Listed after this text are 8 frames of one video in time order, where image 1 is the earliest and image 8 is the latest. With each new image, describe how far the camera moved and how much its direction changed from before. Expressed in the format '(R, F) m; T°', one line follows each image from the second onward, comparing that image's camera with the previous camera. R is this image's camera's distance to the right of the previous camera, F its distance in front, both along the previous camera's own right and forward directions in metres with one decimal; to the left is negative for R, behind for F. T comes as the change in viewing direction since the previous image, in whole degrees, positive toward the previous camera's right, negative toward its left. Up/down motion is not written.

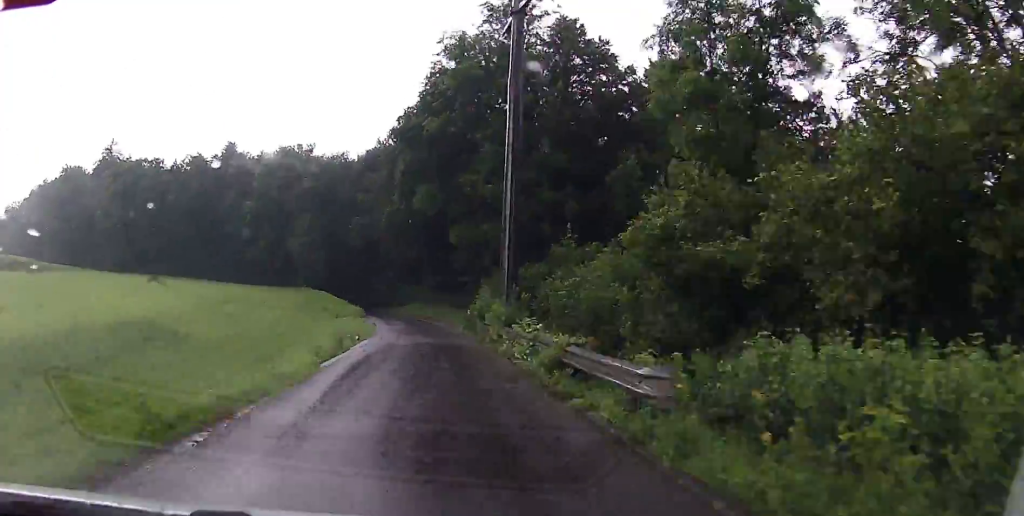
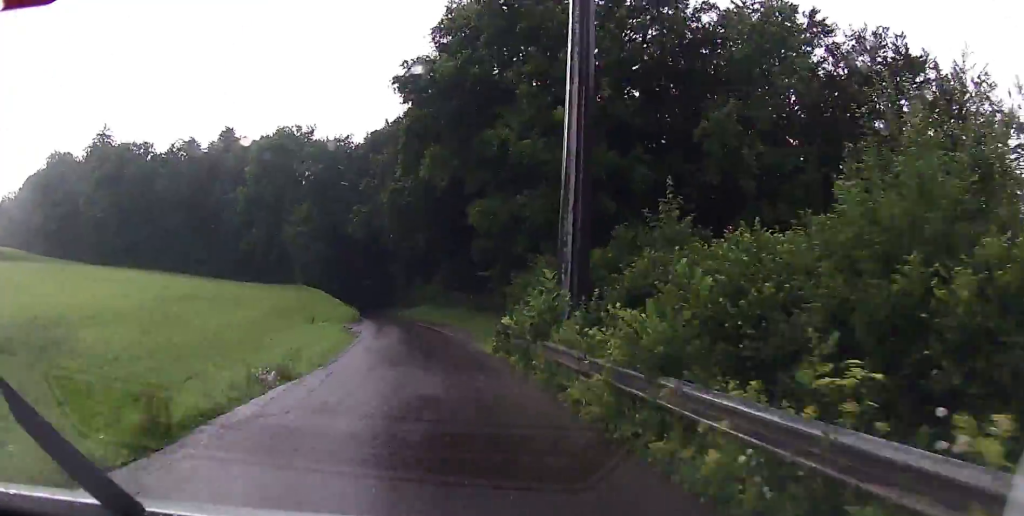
(-0.3, +12.9) m; -2°
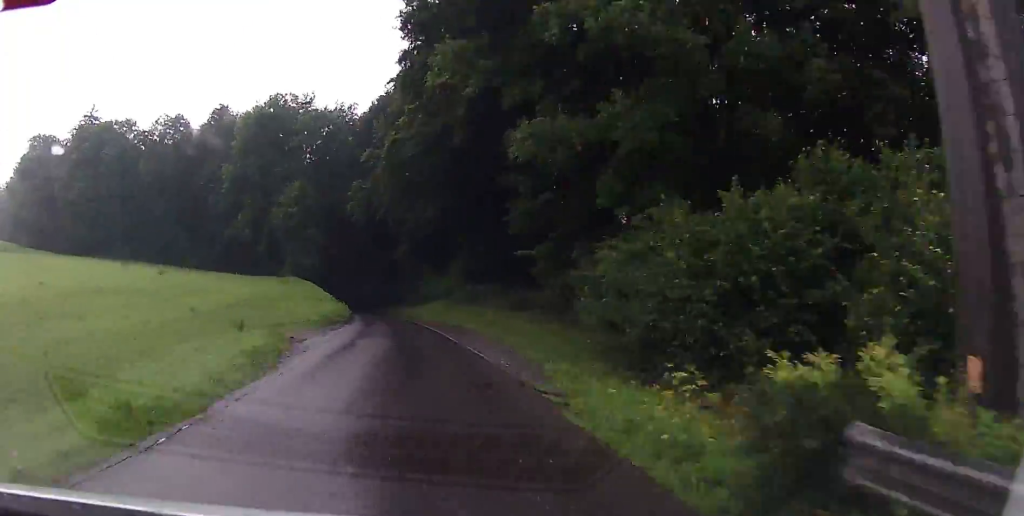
(-0.3, +14.7) m; -3°
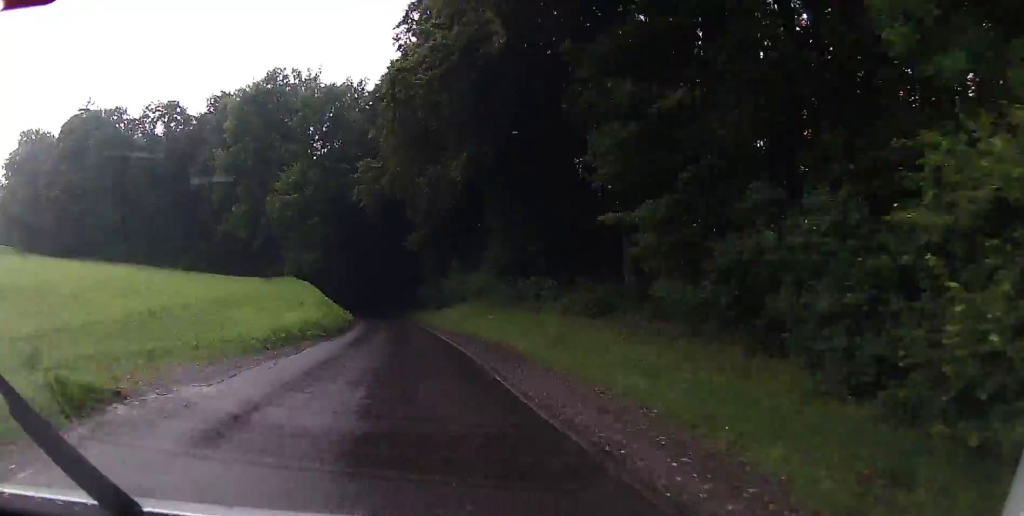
(0.0, +12.5) m; -3°
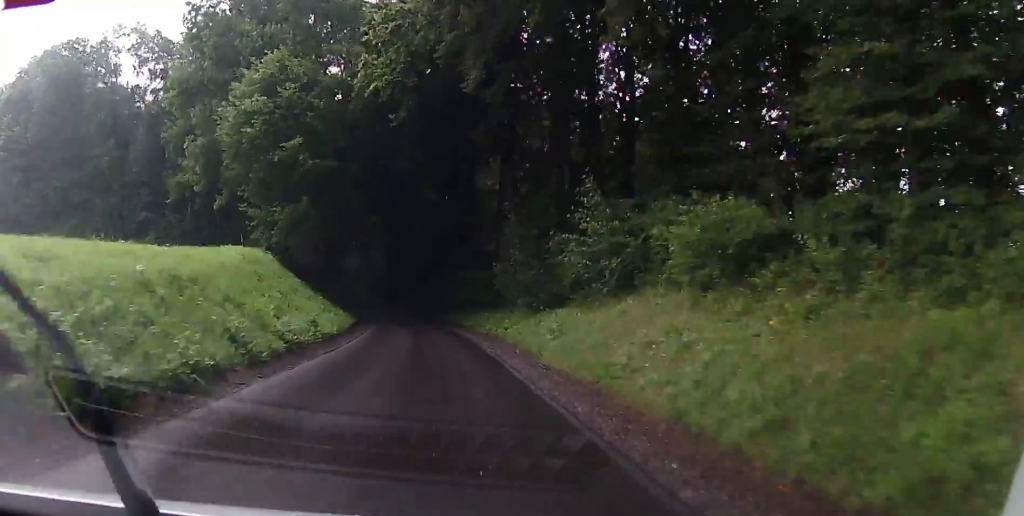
(-1.2, +31.1) m; -3°
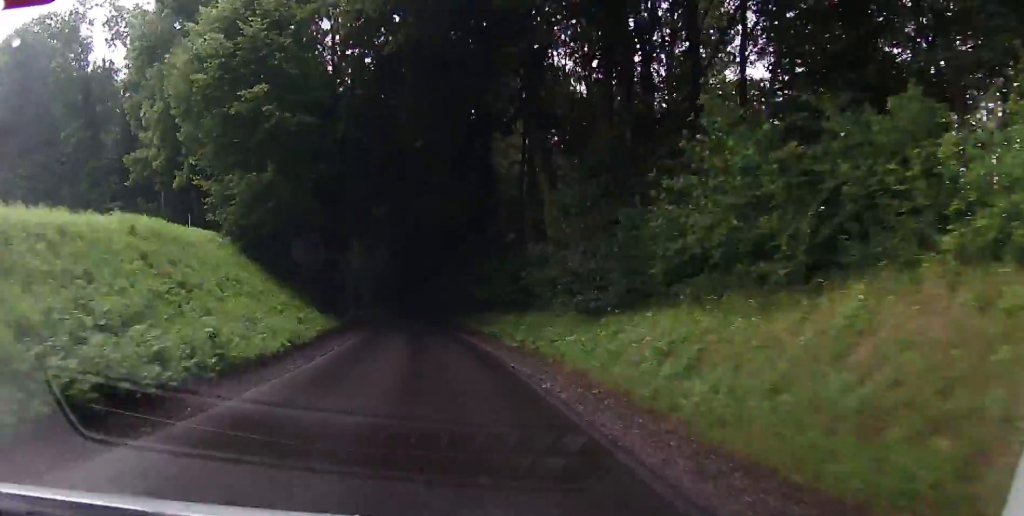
(+0.1, +8.8) m; -1°
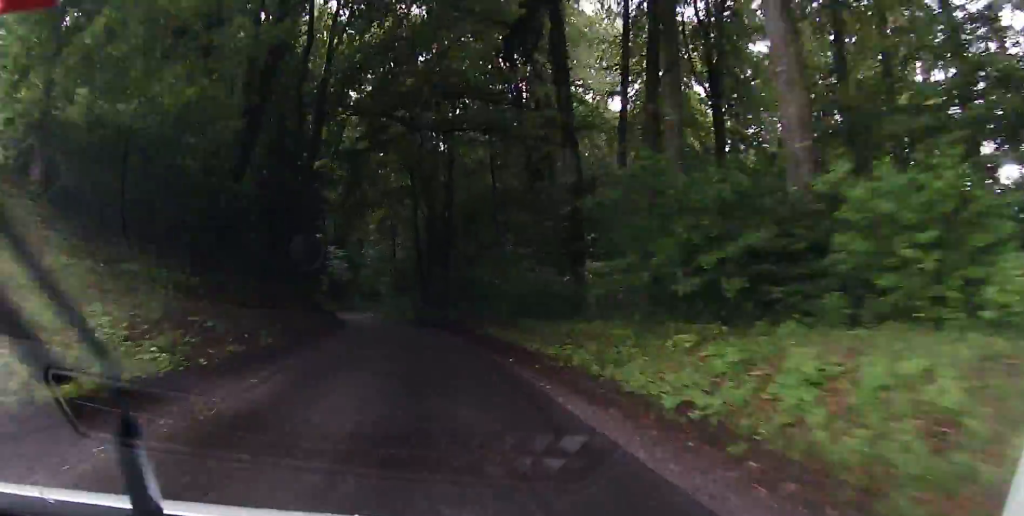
(-1.0, +18.8) m; -3°
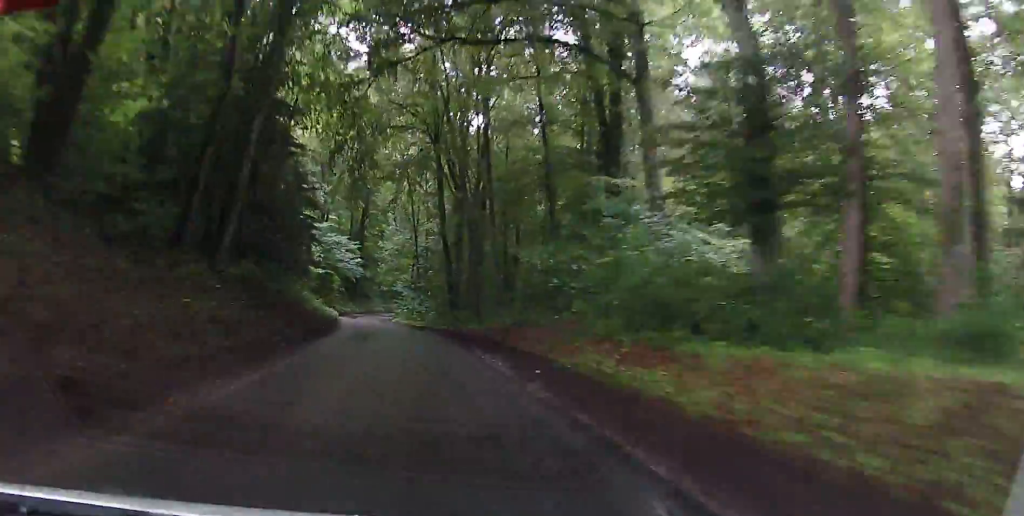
(+0.1, +12.8) m; -1°
